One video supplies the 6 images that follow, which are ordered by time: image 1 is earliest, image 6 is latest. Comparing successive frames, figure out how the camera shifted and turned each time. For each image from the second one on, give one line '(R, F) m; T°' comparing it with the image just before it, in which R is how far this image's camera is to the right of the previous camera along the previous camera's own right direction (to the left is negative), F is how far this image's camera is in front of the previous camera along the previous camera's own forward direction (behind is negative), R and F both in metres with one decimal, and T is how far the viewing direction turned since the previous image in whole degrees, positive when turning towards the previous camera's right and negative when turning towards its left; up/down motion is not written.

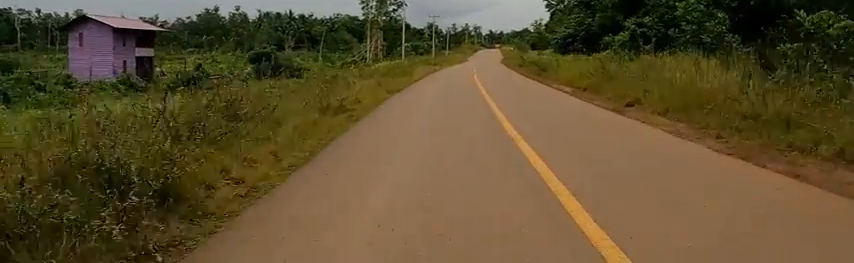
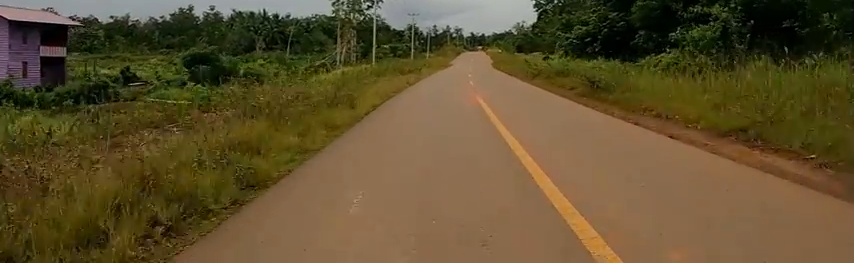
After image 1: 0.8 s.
(+1.4, +10.6) m; -2°
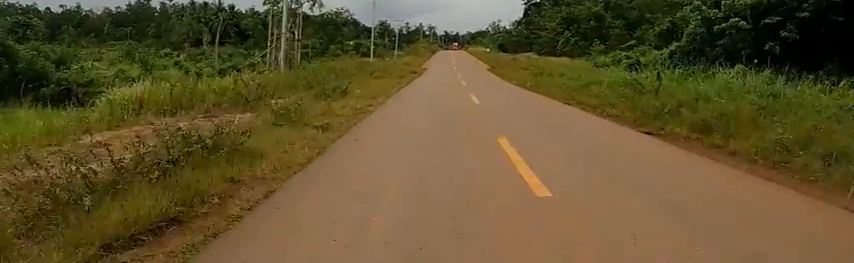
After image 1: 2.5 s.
(-1.5, +21.2) m; +1°
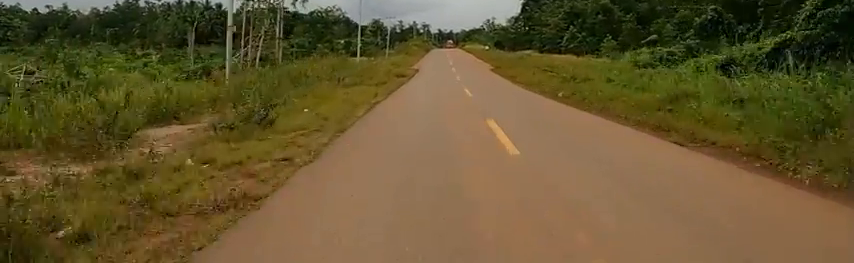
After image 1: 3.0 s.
(+0.2, +6.1) m; +2°
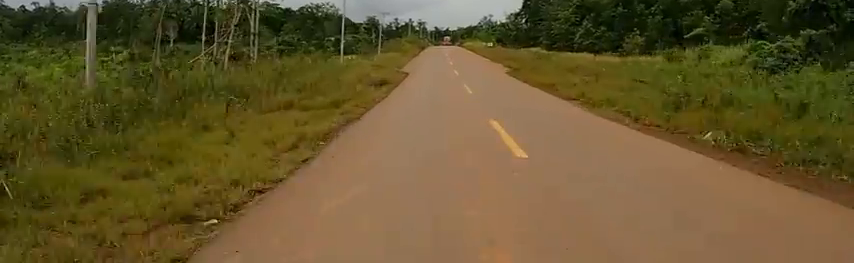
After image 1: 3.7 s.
(+0.1, +8.1) m; -2°
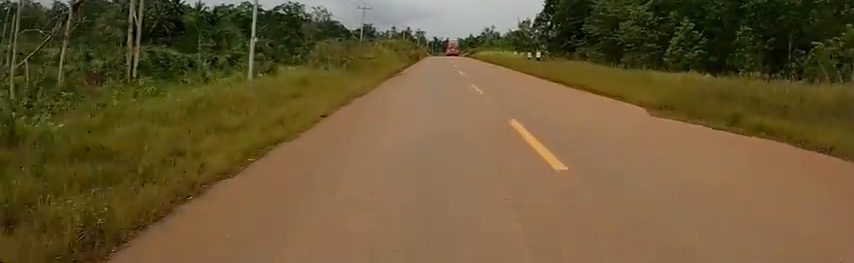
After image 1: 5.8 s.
(-1.1, +25.1) m; -2°
